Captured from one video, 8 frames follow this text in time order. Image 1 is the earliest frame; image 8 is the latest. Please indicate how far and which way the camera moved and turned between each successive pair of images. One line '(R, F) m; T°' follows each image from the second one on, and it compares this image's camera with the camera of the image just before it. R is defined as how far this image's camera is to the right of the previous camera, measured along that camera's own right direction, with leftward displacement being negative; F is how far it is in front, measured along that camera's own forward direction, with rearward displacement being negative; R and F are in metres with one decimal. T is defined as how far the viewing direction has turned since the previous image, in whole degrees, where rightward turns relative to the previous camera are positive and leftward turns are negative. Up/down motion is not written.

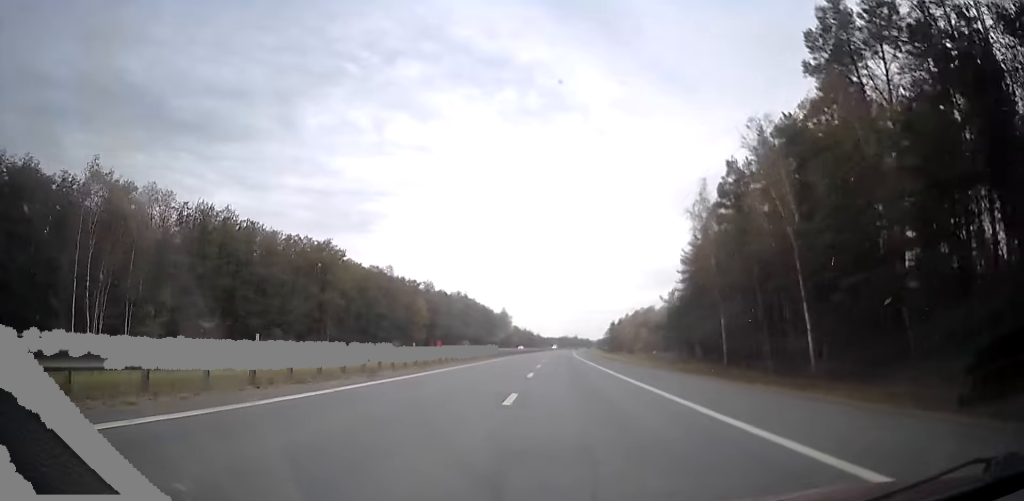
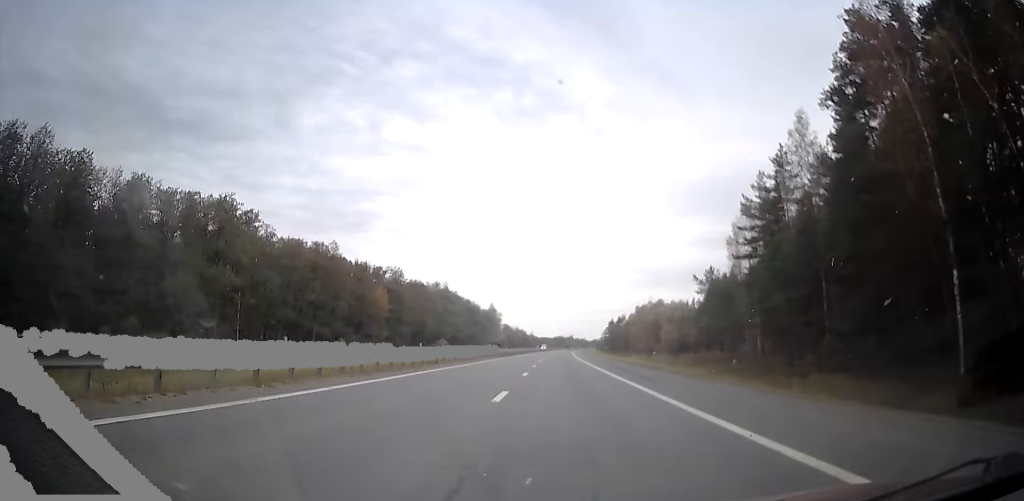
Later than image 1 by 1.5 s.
(+1.4, +35.4) m; +4°
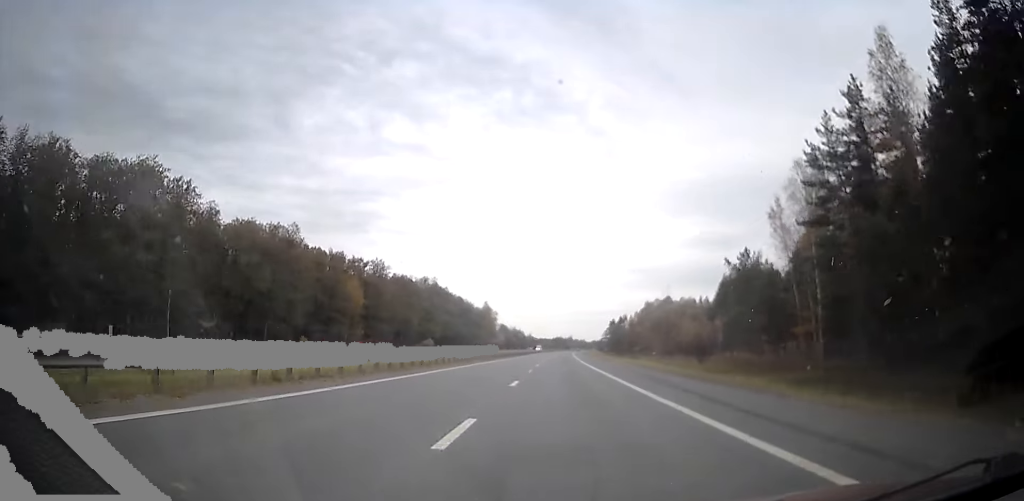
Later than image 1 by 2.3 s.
(+0.4, +18.2) m; 0°
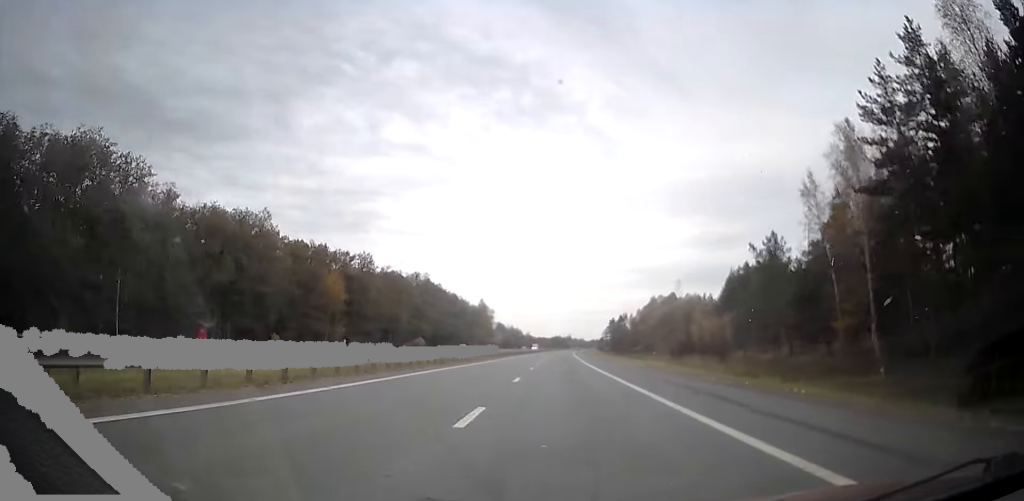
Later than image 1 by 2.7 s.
(-0.3, +10.2) m; -1°
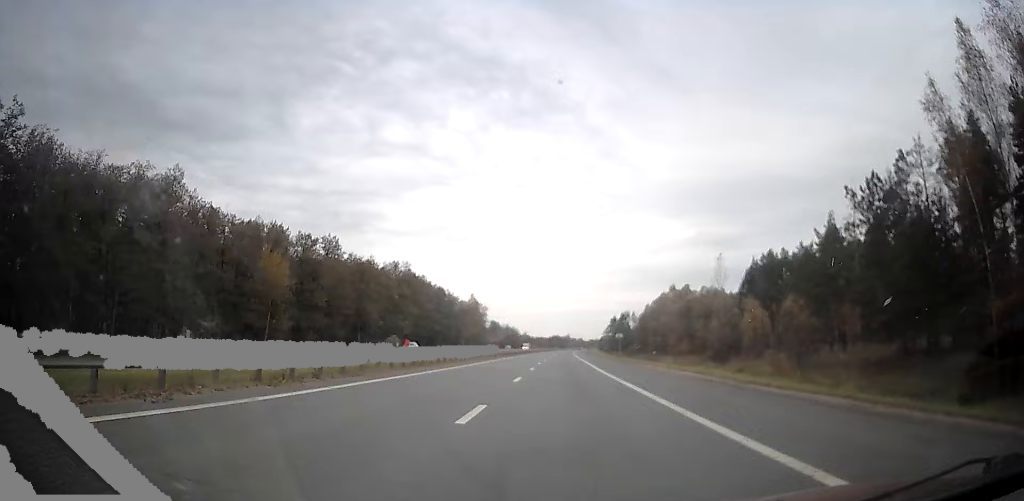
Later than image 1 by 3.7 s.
(-0.3, +23.7) m; -1°
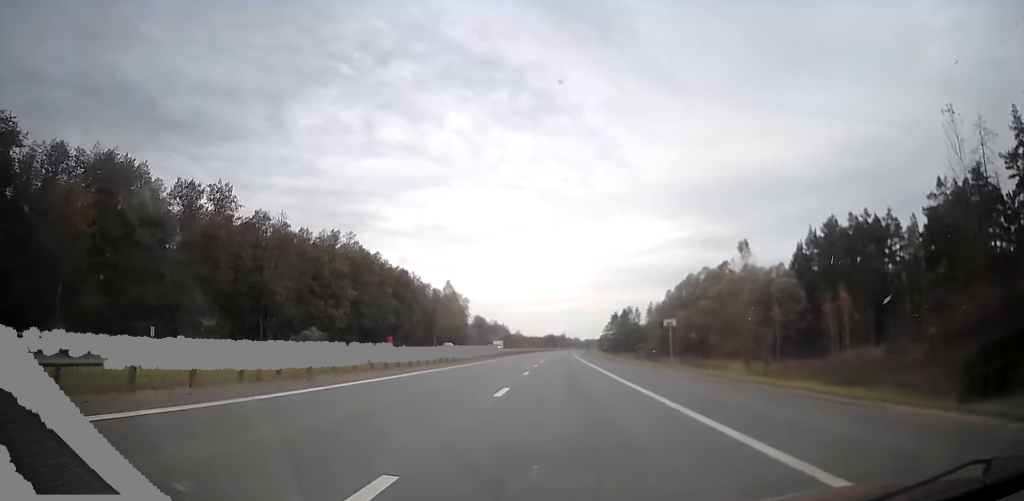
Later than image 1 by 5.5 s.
(+0.5, +43.6) m; +2°
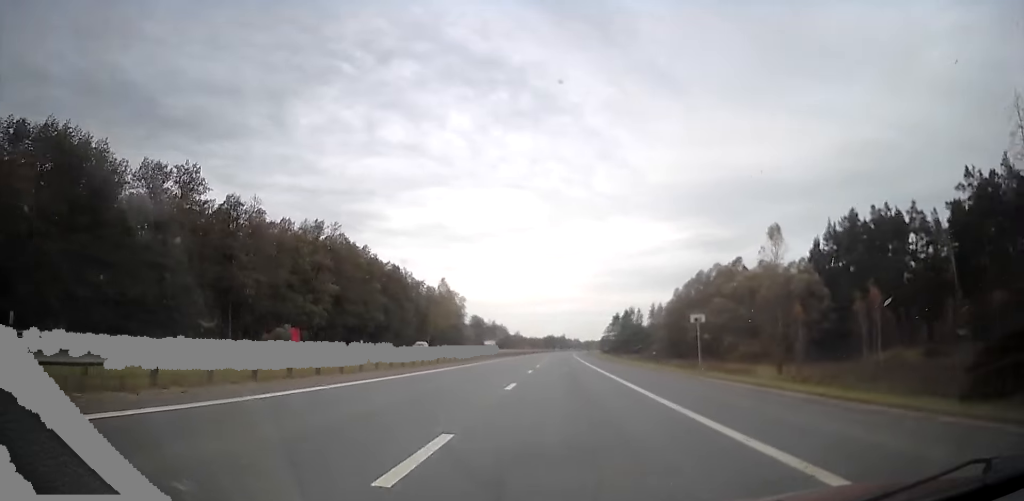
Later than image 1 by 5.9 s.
(+0.3, +9.5) m; 0°
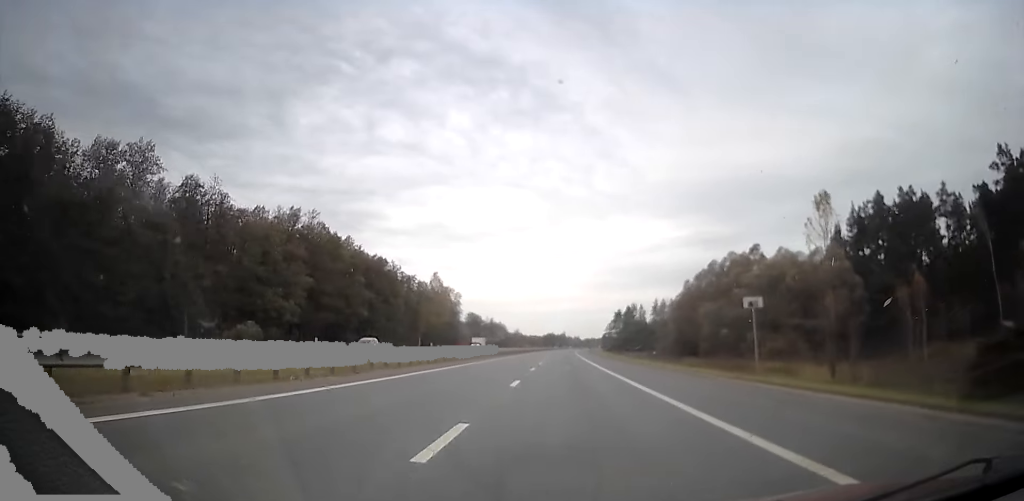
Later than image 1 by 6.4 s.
(0.0, +11.0) m; 0°
